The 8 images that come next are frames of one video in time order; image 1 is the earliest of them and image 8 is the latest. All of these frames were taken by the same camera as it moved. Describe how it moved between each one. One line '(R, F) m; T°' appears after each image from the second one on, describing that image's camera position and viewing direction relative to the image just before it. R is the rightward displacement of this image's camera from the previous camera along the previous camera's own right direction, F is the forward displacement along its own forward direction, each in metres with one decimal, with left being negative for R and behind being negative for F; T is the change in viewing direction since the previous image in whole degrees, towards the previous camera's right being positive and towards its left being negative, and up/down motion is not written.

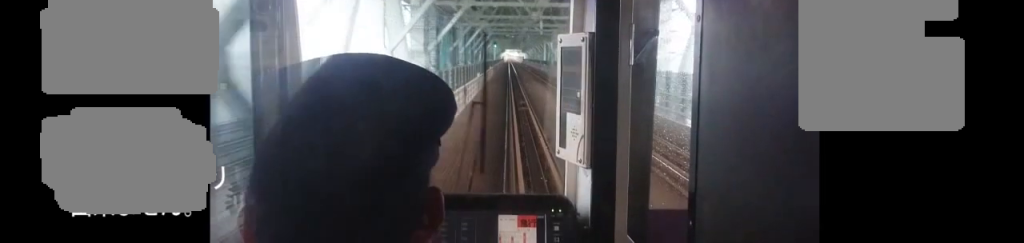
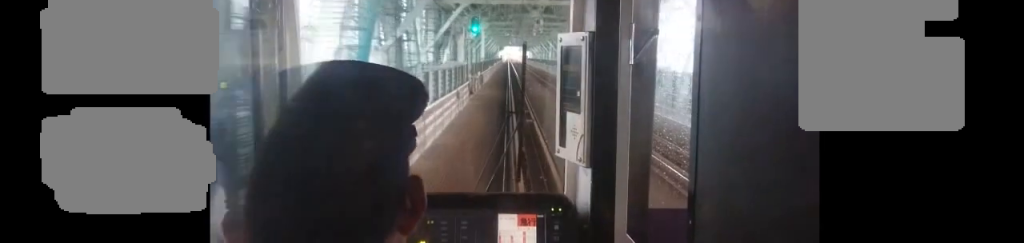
(+0.3, +41.9) m; +2°
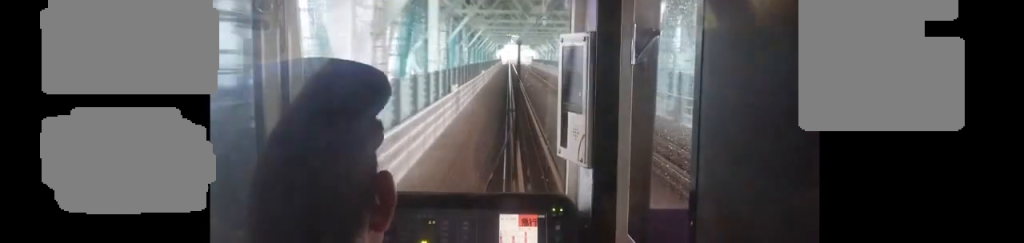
(+0.2, +35.0) m; -1°
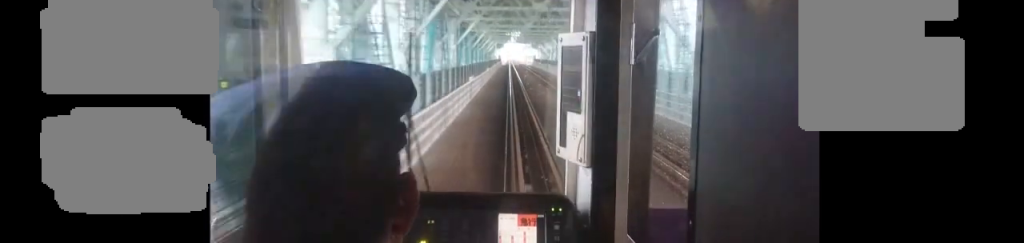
(-0.1, +11.7) m; 0°
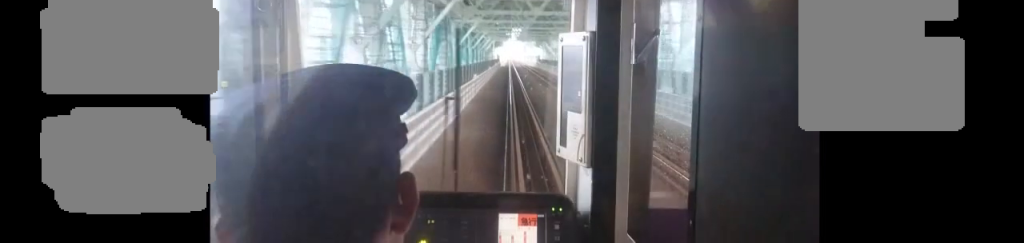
(0.0, +18.1) m; 0°
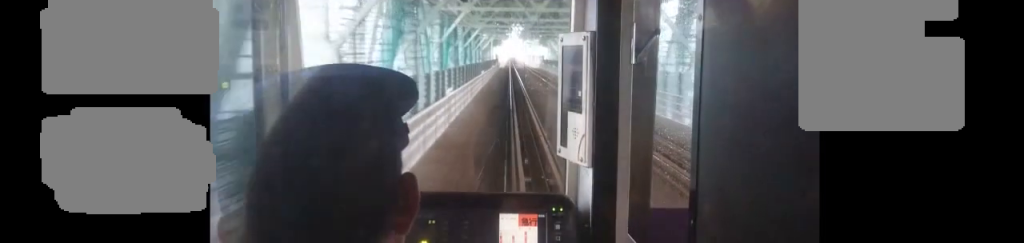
(0.0, +12.8) m; 0°
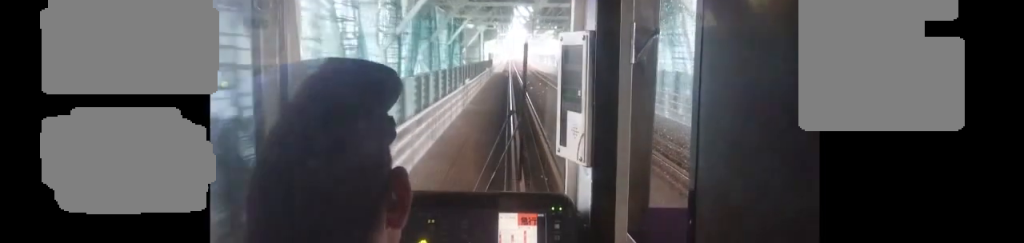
(+0.2, +34.0) m; 0°
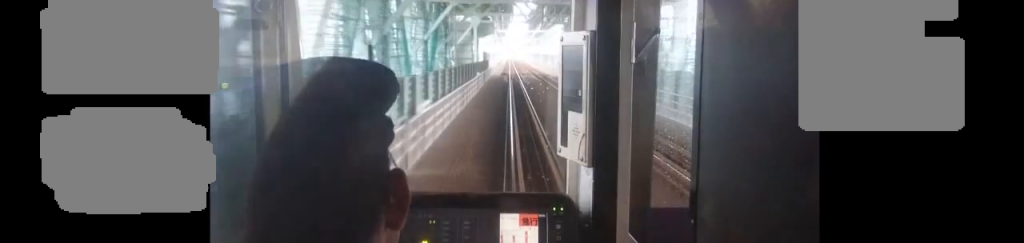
(0.0, +13.1) m; -1°
